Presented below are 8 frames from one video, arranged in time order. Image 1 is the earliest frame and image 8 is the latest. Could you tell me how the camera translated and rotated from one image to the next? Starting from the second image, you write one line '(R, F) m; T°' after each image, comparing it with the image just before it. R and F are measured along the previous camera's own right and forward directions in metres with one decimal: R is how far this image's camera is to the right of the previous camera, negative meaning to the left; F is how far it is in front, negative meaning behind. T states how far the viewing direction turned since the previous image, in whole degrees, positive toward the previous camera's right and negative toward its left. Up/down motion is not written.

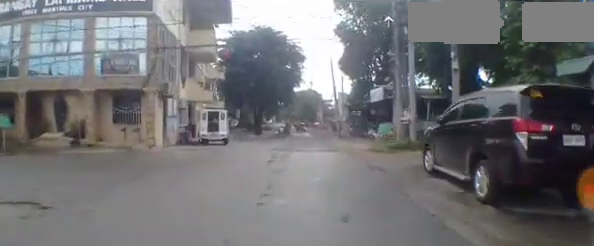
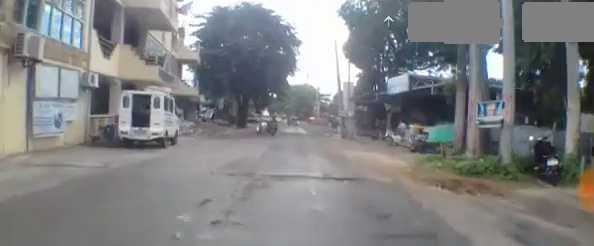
(+0.6, +7.6) m; +5°
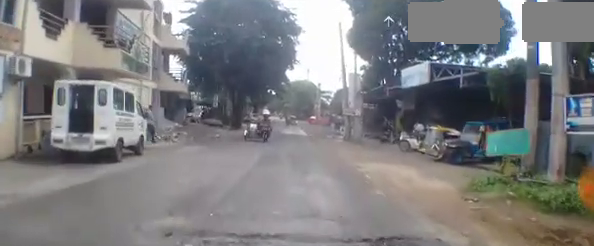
(-0.2, +2.9) m; -5°
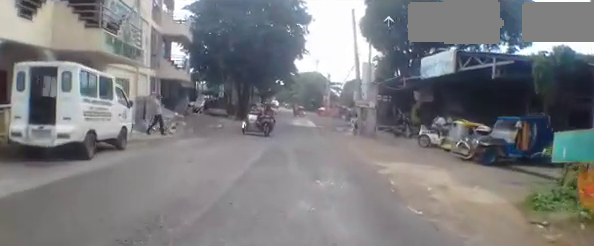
(0.0, +1.7) m; -2°
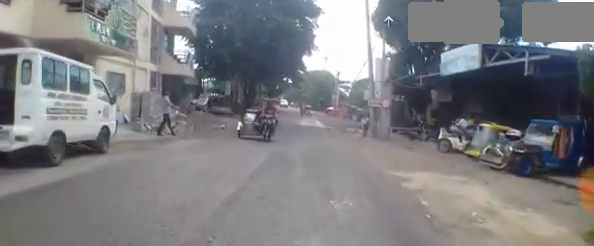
(0.0, +1.4) m; -1°
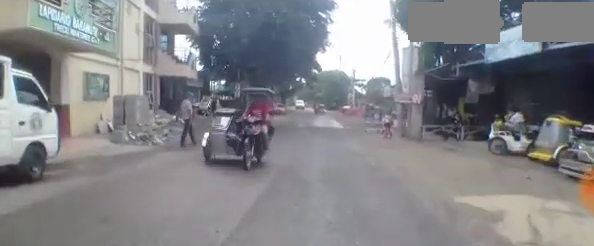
(0.0, +2.5) m; 0°
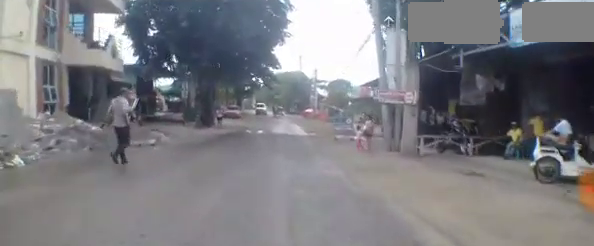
(0.0, +3.0) m; 0°
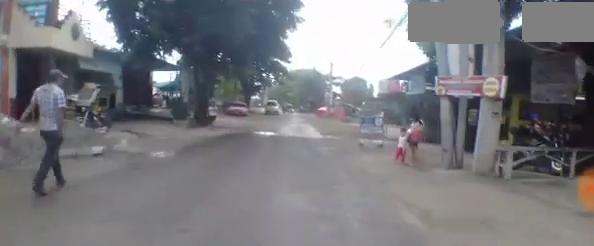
(0.0, +2.6) m; -2°
